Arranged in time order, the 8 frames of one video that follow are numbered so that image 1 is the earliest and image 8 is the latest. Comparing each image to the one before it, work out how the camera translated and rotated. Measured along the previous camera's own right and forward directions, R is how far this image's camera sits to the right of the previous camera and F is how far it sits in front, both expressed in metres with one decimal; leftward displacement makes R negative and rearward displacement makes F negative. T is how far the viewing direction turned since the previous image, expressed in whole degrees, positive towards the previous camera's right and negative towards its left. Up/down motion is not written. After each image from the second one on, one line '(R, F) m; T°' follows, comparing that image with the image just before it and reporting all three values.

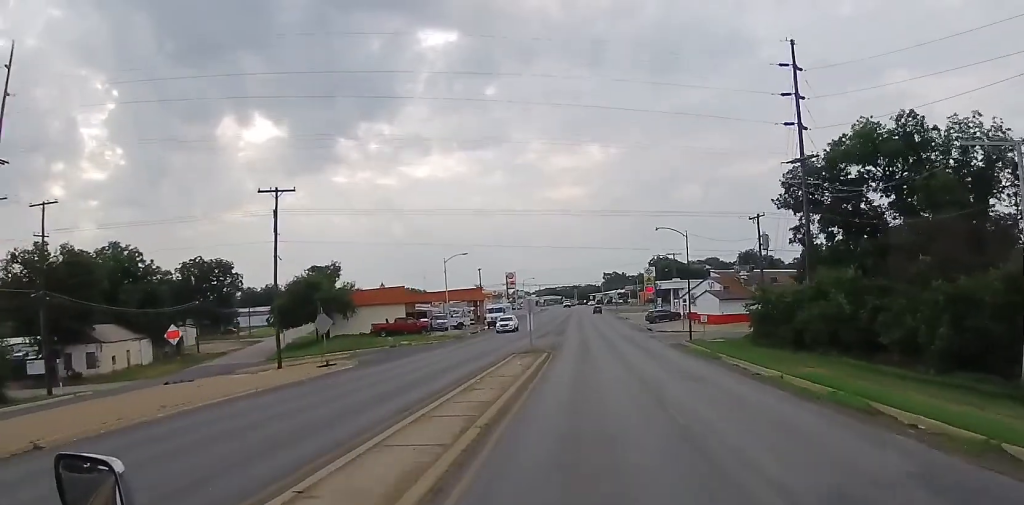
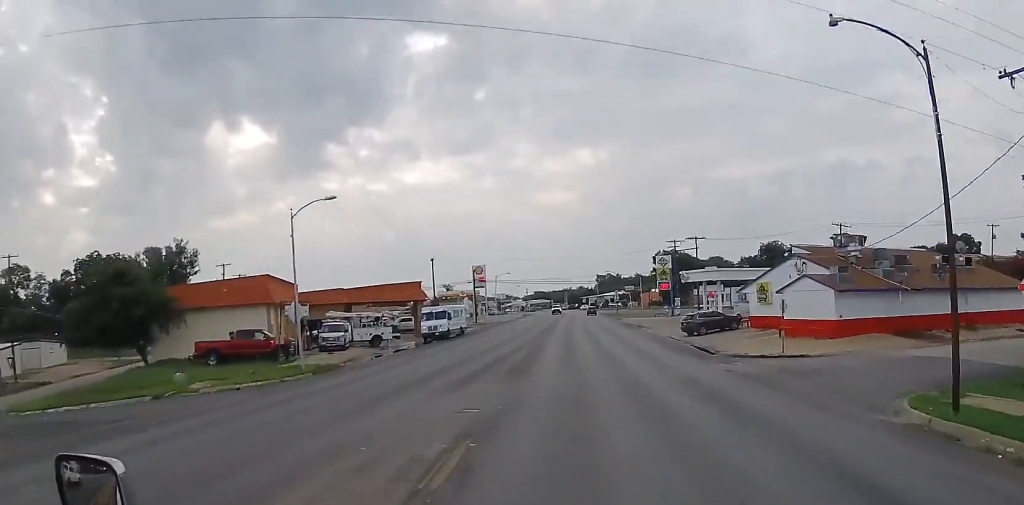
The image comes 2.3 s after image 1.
(-0.7, +34.8) m; -1°
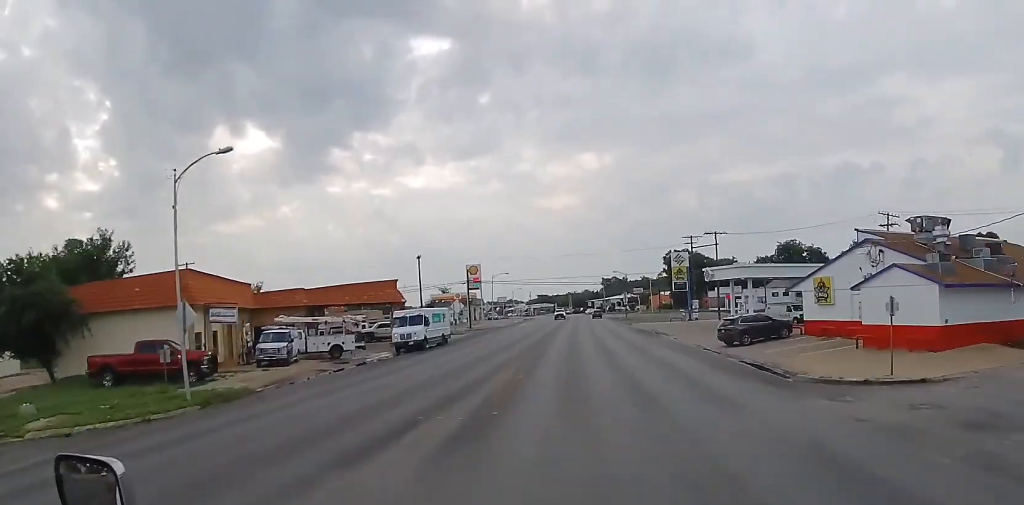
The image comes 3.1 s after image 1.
(+0.3, +10.8) m; +1°
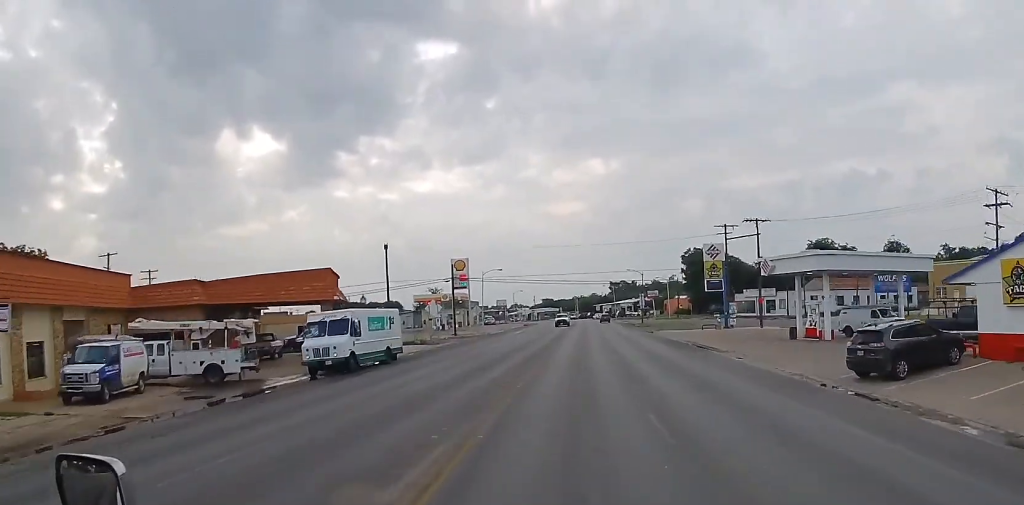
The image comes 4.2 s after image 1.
(+0.2, +17.0) m; -1°
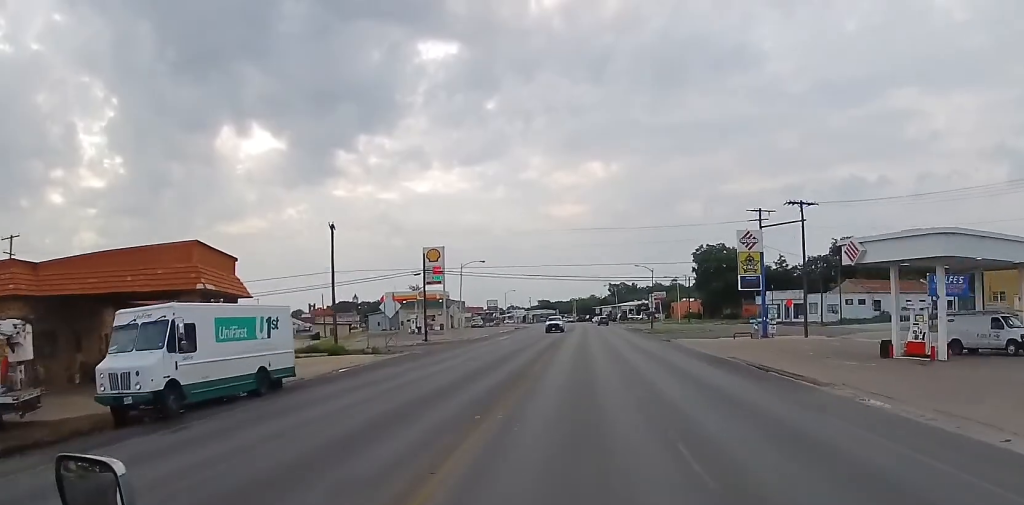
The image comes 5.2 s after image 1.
(-0.5, +14.5) m; -2°
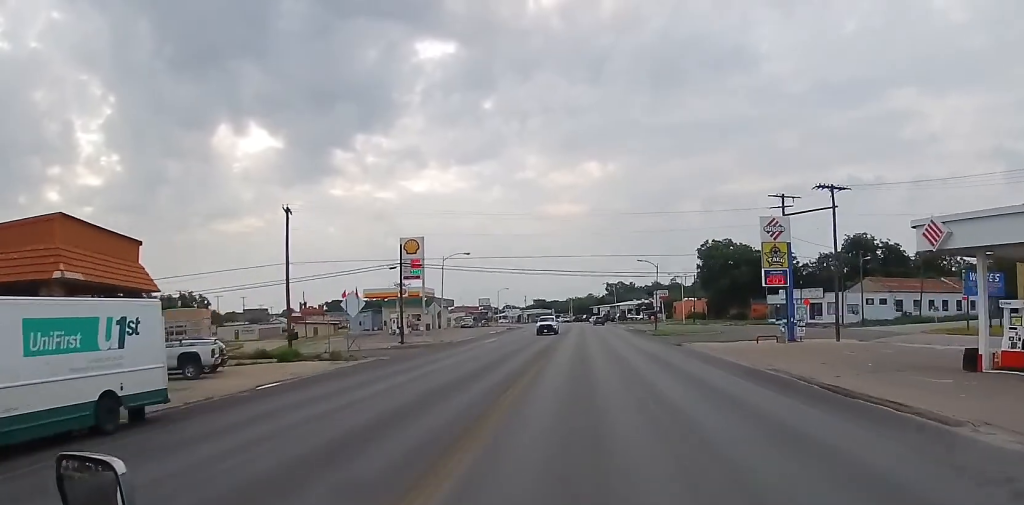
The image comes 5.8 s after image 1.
(0.0, +7.7) m; 0°
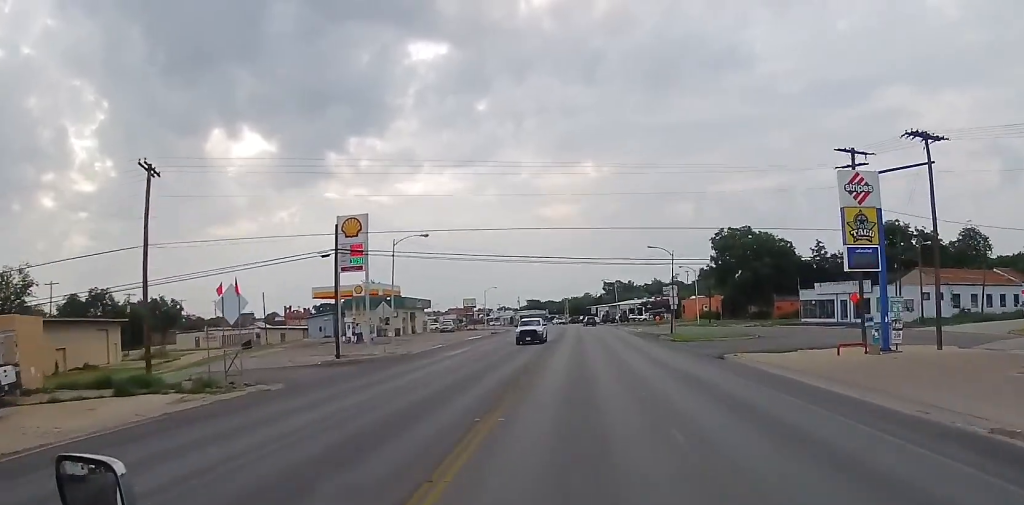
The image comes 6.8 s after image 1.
(+0.3, +15.1) m; +1°
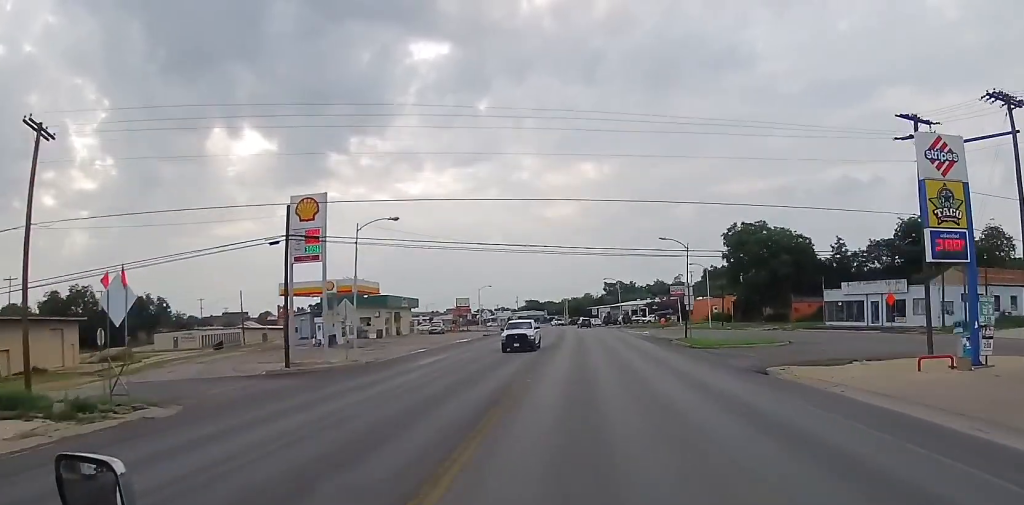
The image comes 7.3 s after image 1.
(+0.2, +7.9) m; 0°
